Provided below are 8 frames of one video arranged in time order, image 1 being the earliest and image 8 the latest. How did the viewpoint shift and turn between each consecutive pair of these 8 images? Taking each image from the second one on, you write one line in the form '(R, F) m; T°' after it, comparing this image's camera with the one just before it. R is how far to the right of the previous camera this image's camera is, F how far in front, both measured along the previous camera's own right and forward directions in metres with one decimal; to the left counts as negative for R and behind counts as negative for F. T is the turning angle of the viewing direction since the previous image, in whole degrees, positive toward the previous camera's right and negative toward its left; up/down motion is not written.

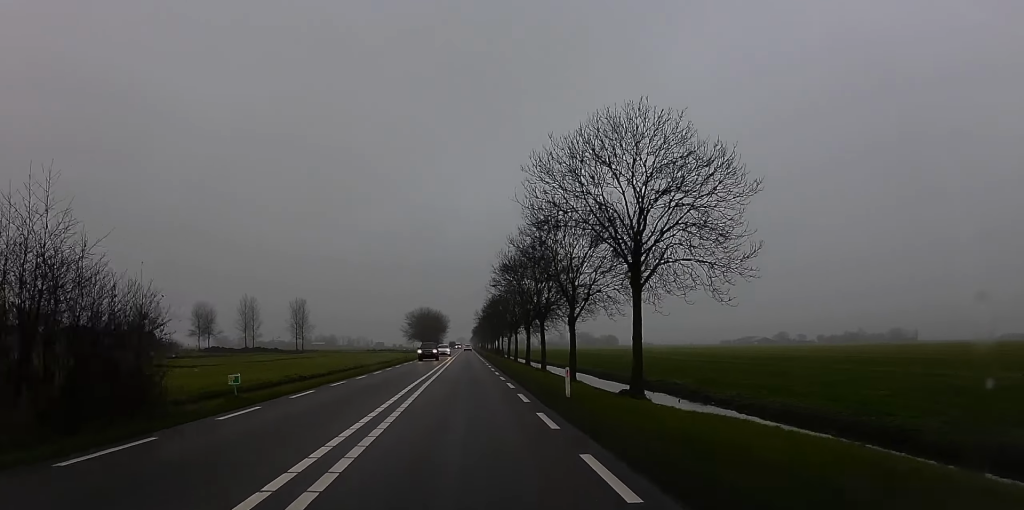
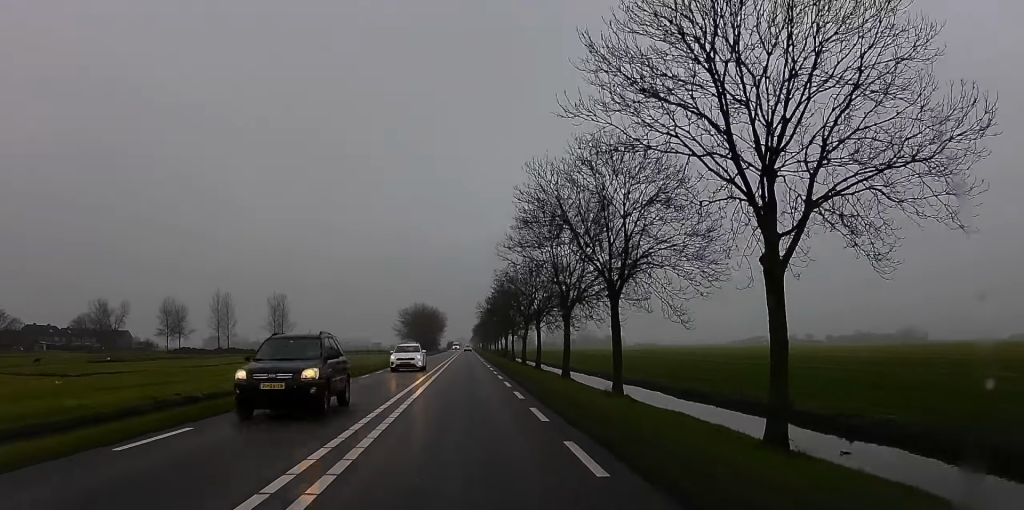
(+0.1, +27.6) m; 0°
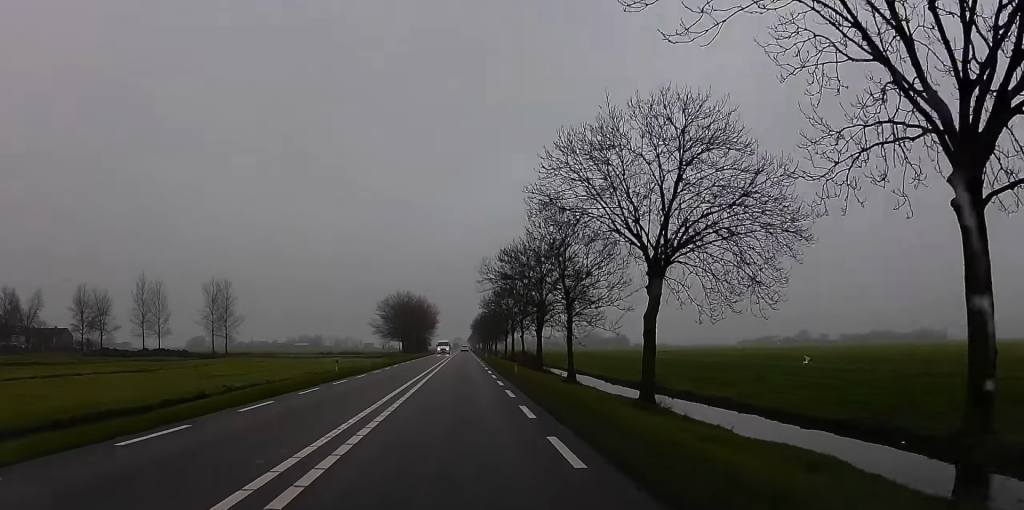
(-0.3, +54.4) m; -1°
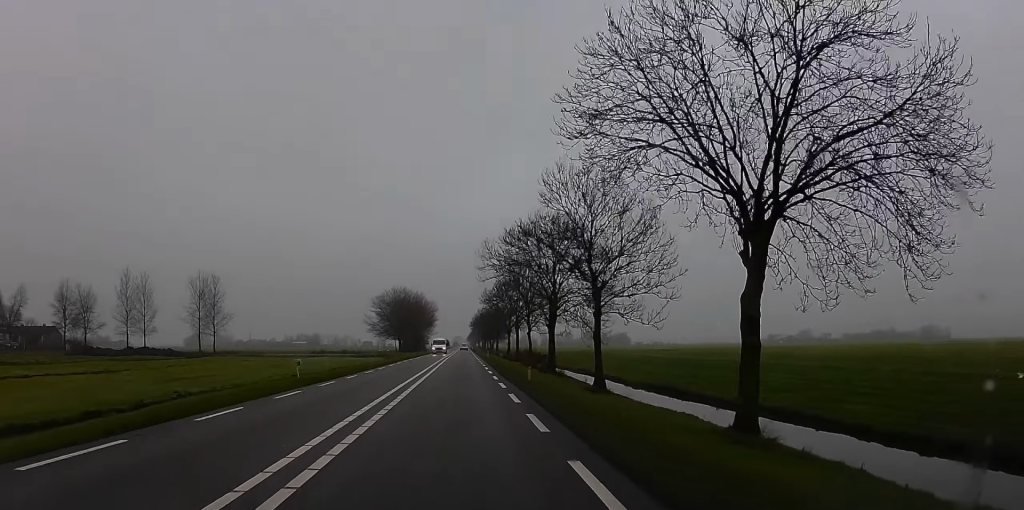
(-0.1, +8.6) m; 0°
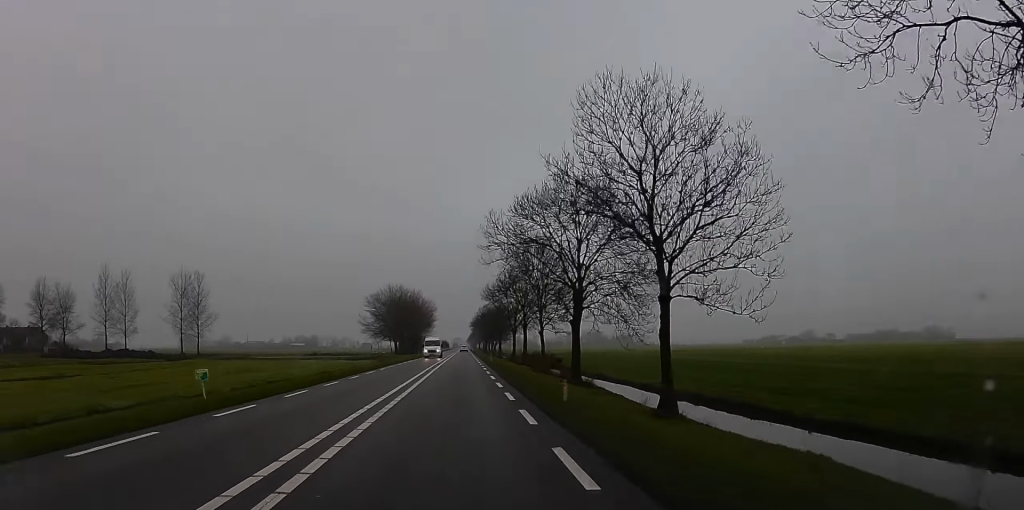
(0.0, +10.3) m; 0°
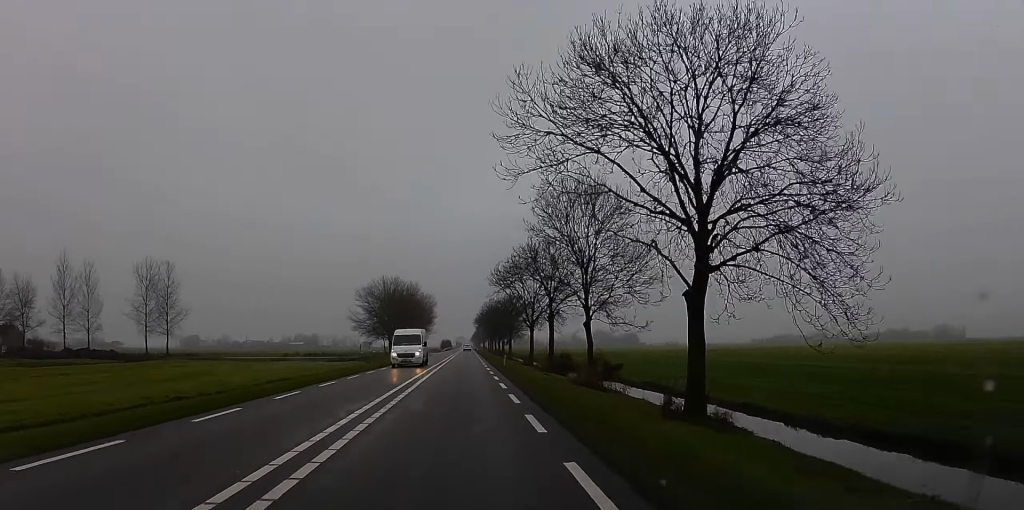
(+0.3, +19.8) m; 0°
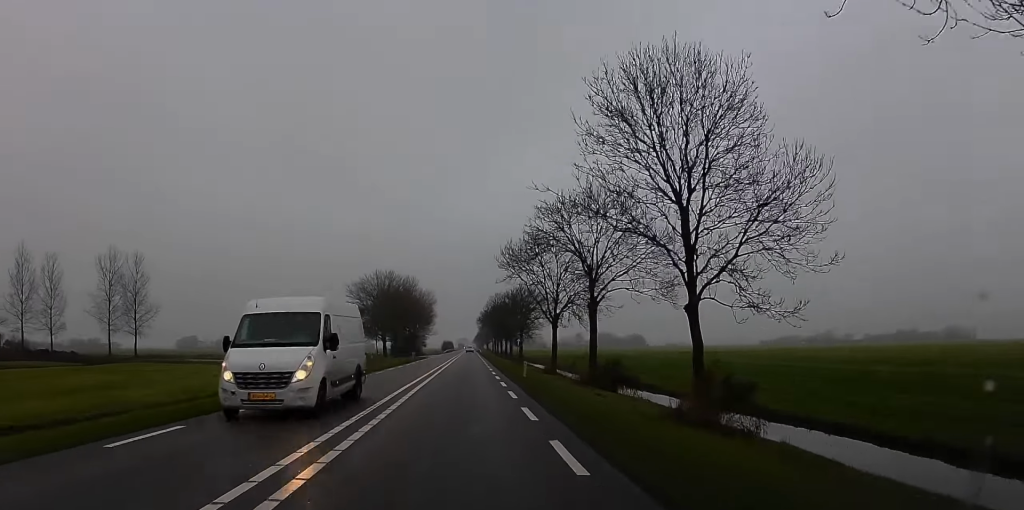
(-0.2, +15.4) m; -1°
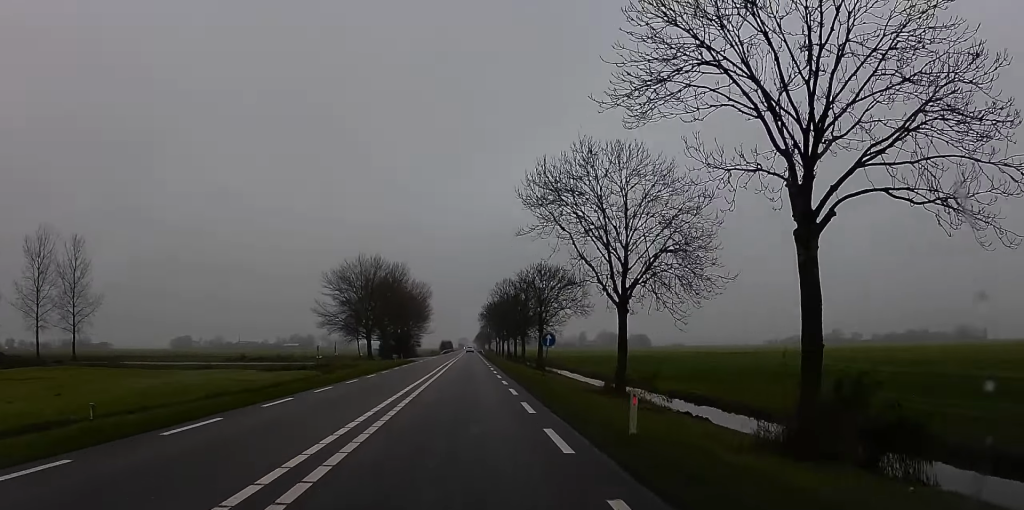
(-0.1, +22.3) m; 0°
